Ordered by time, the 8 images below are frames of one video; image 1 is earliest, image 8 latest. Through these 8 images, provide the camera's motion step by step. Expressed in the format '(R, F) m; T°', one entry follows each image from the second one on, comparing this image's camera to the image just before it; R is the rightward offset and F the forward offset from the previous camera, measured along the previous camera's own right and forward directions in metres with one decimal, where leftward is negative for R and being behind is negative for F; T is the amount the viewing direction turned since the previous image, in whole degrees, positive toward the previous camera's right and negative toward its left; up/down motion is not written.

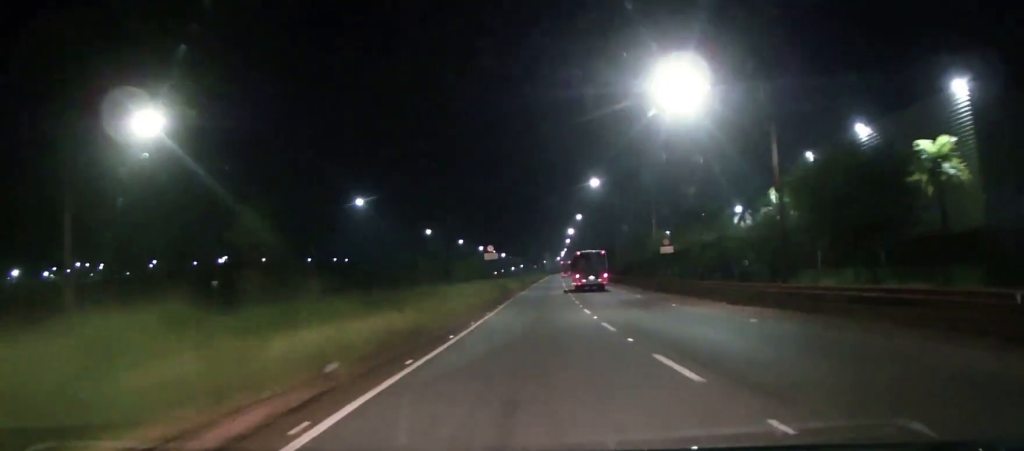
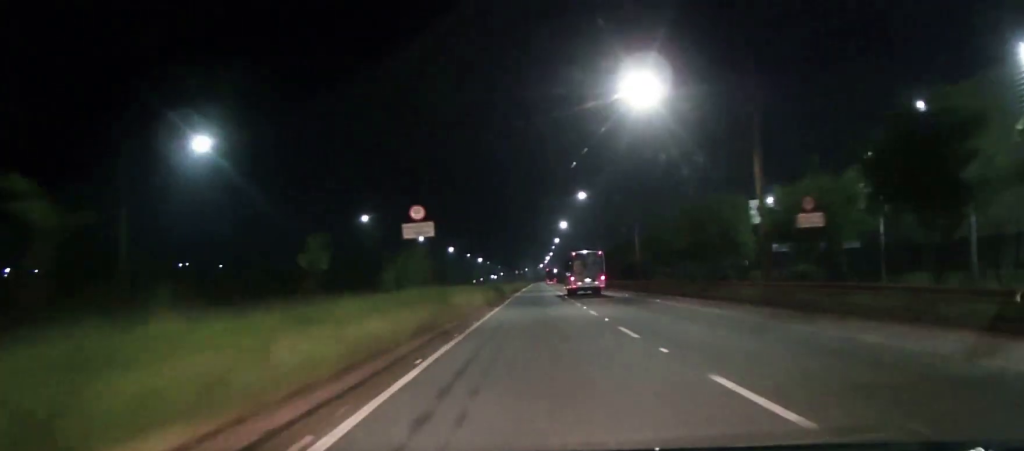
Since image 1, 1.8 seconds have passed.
(+1.1, +29.7) m; +2°
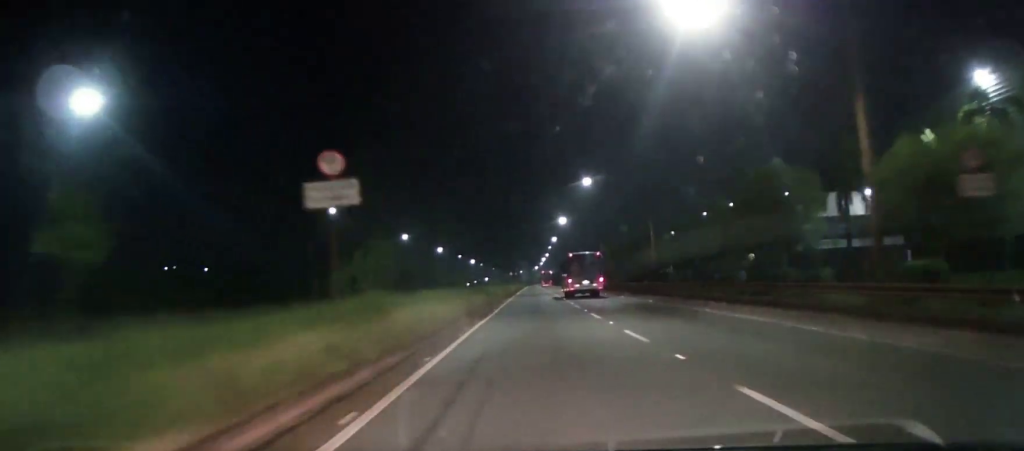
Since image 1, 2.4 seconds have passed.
(0.0, +10.0) m; 0°
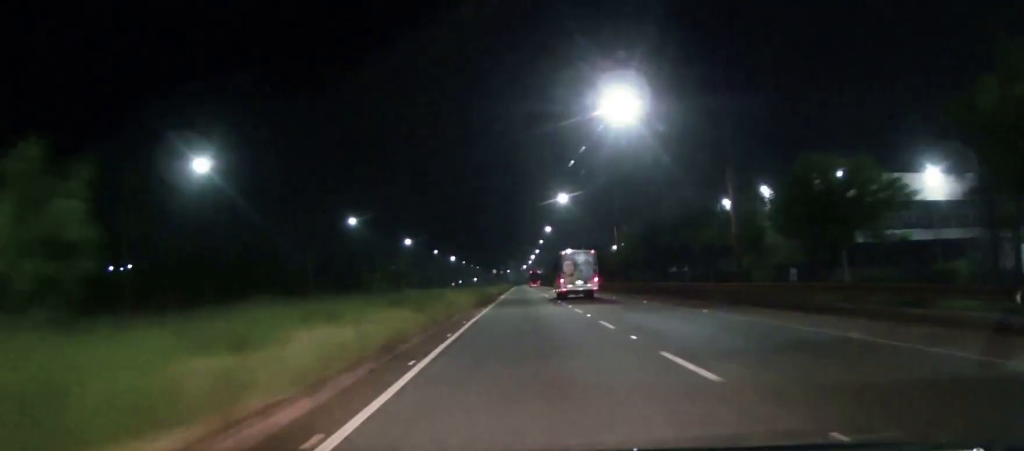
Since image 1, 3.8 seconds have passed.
(0.0, +23.8) m; 0°
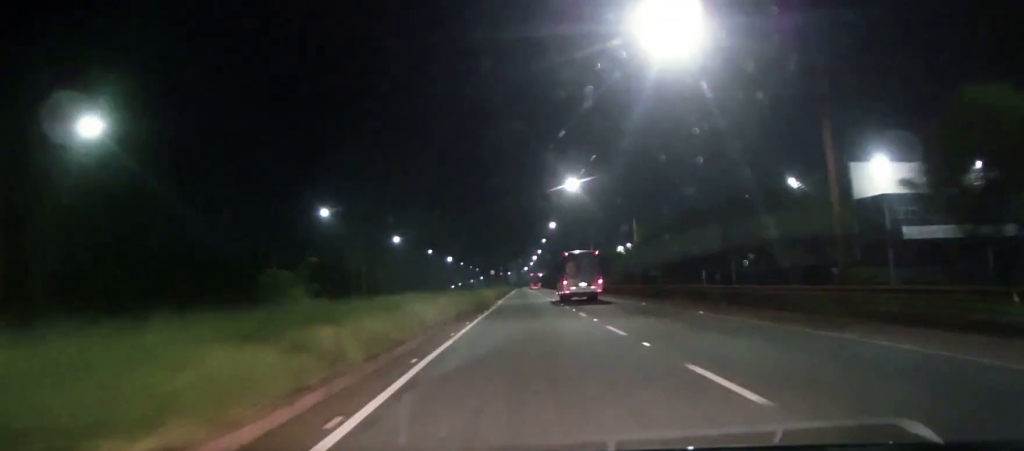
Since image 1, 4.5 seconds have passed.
(0.0, +10.8) m; 0°
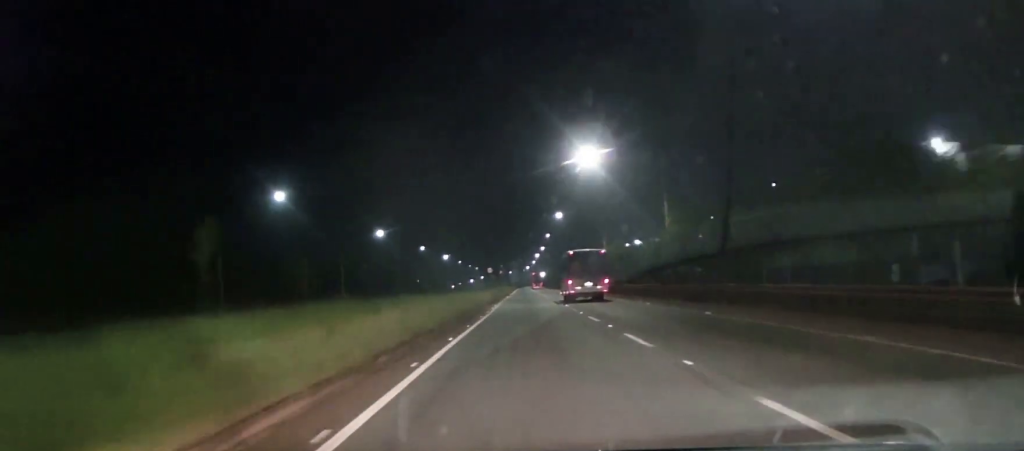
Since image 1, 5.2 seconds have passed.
(-0.1, +12.0) m; 0°
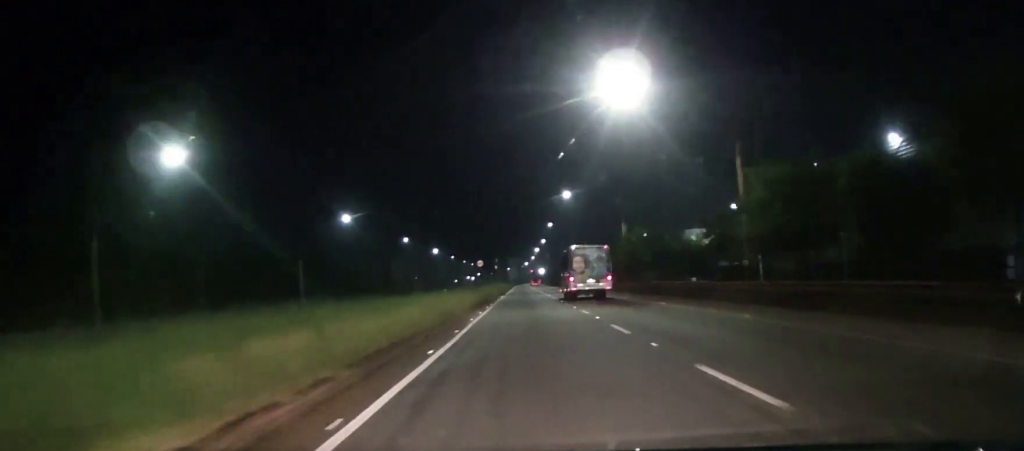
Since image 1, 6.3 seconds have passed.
(+0.1, +15.4) m; +2°
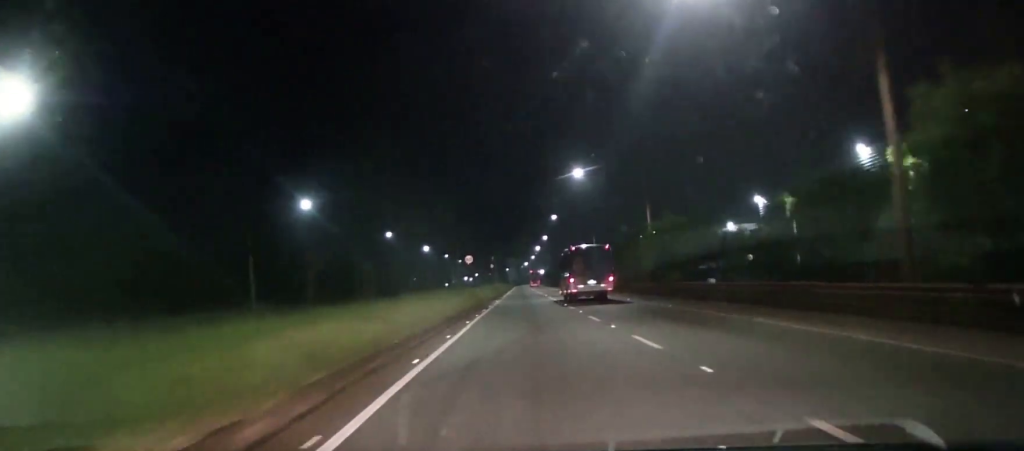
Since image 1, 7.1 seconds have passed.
(+0.3, +12.5) m; +1°
